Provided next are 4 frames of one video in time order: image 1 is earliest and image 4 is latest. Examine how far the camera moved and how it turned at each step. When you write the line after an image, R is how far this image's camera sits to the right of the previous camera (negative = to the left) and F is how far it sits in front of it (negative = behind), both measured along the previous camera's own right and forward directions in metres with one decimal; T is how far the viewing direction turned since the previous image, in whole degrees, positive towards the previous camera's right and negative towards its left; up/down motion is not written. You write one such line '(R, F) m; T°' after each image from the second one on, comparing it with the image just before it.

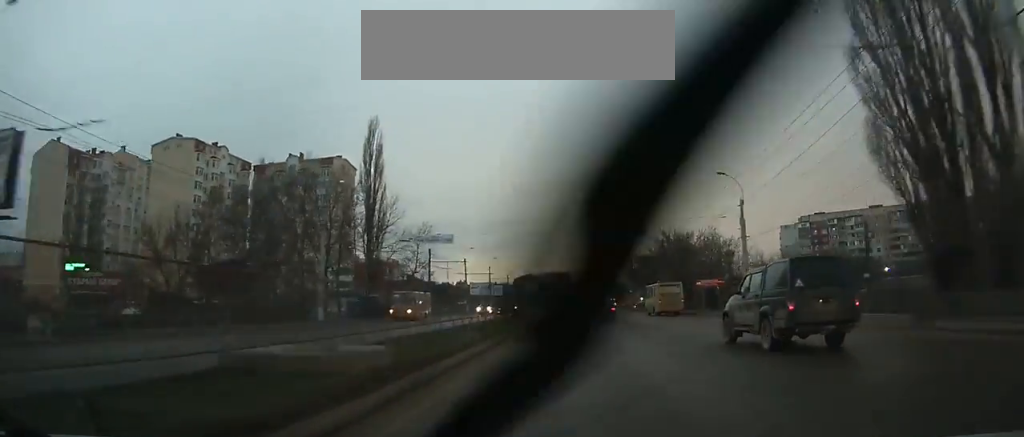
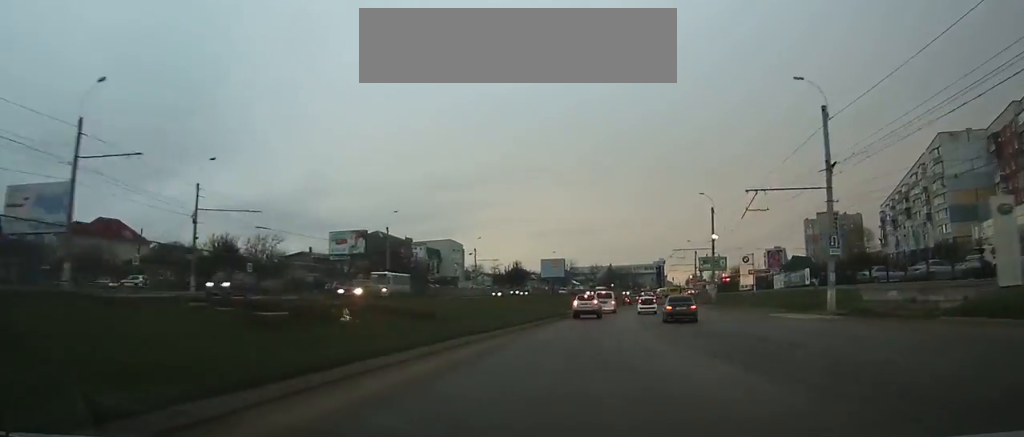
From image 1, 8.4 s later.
(+7.4, +143.0) m; +11°
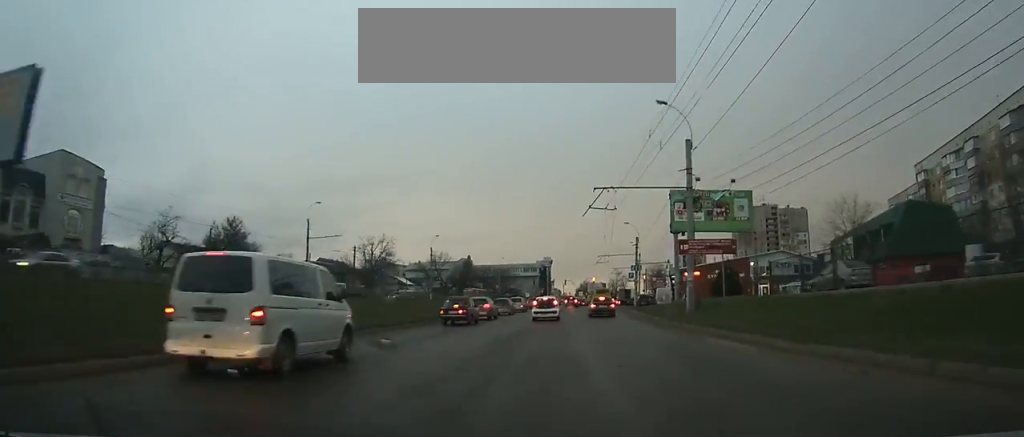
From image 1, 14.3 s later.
(+8.8, +85.4) m; +9°
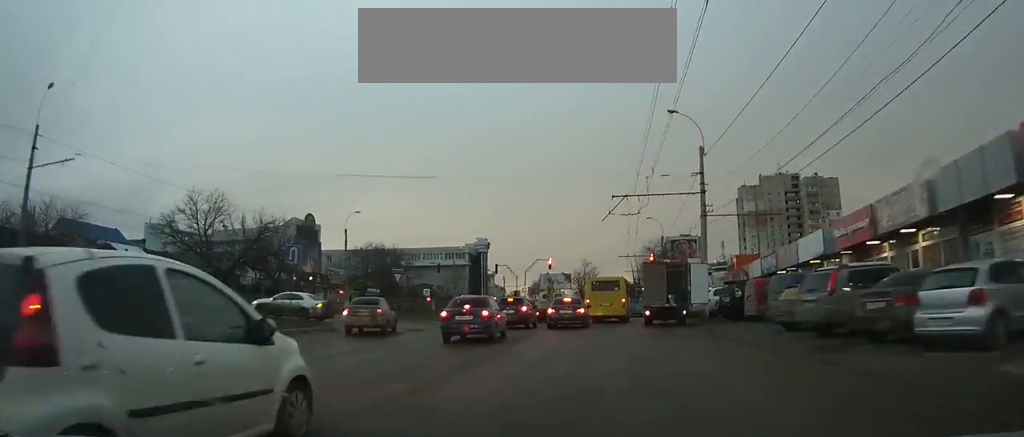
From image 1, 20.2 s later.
(+1.4, +60.4) m; +3°
